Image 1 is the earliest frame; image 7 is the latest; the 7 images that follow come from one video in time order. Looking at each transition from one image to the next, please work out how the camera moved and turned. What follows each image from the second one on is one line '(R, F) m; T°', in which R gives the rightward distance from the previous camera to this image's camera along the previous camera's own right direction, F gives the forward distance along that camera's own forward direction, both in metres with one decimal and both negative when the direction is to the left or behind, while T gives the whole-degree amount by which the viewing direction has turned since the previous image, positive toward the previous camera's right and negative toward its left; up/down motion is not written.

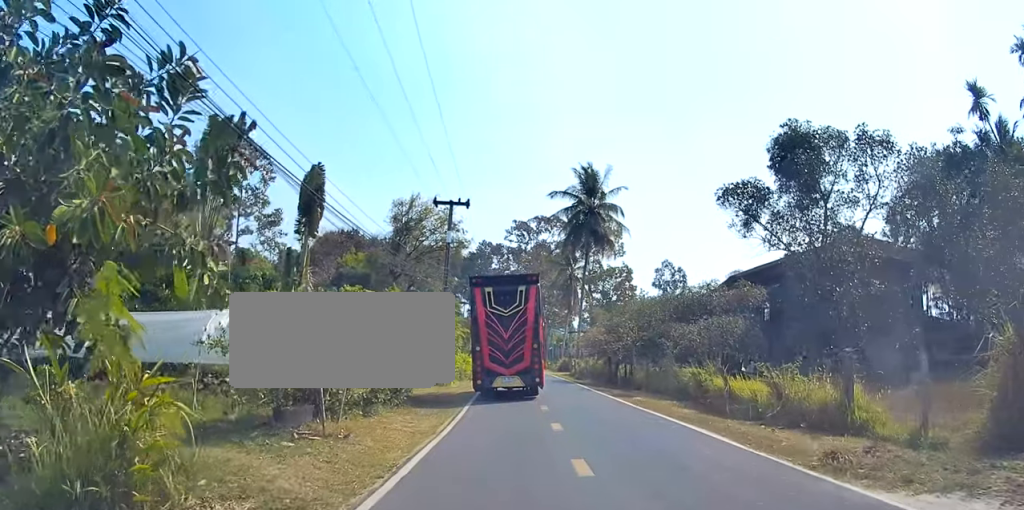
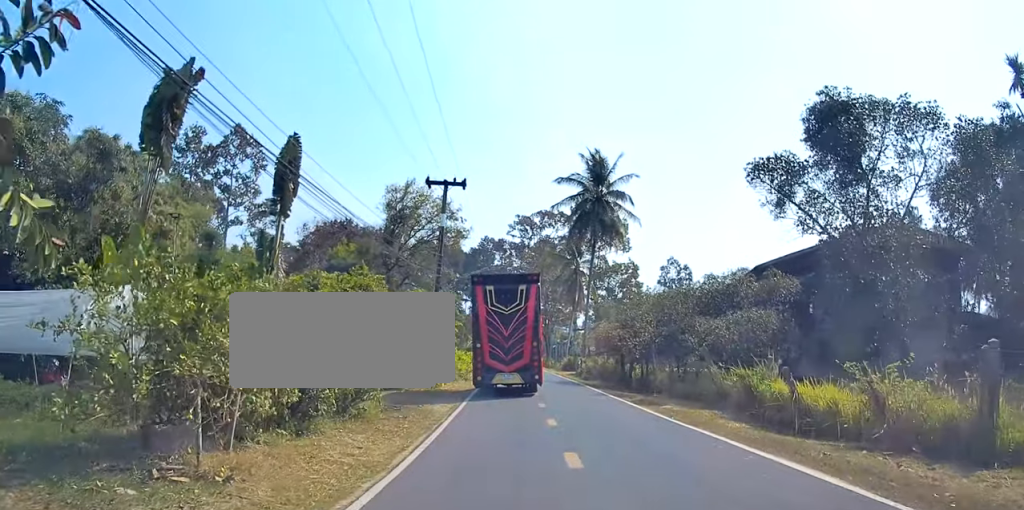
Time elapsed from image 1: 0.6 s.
(-0.1, +4.0) m; -1°
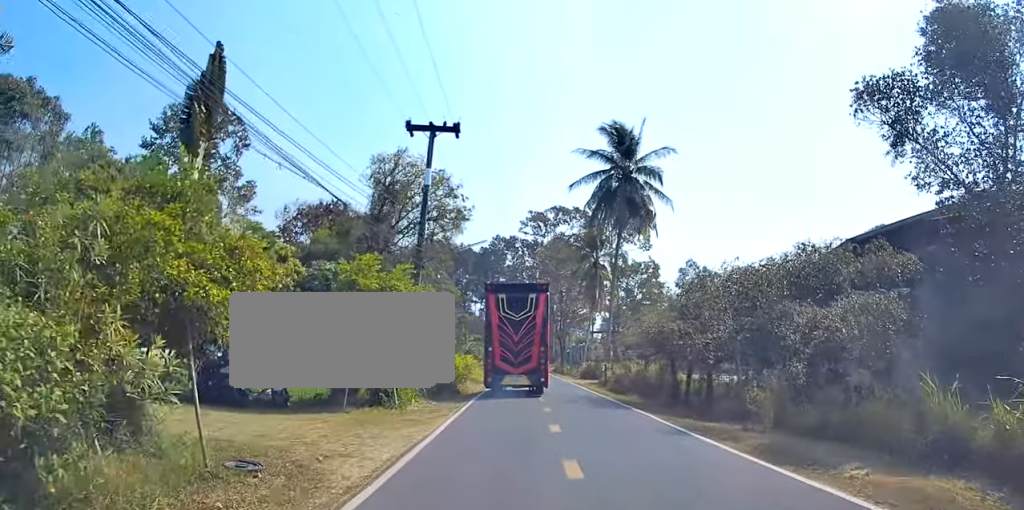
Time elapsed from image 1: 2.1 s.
(-0.2, +9.0) m; -2°
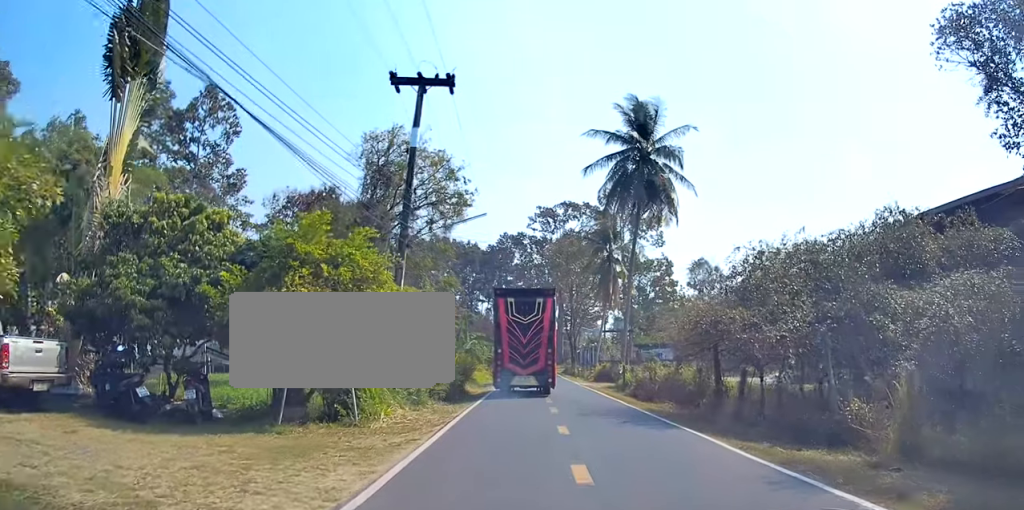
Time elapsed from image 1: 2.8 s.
(0.0, +4.4) m; -1°
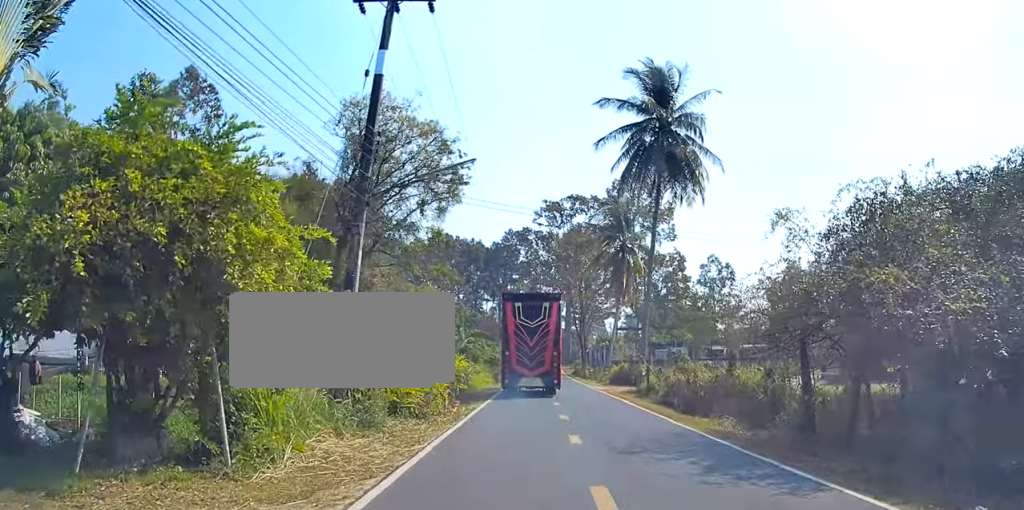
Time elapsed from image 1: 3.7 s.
(-0.1, +5.3) m; +1°
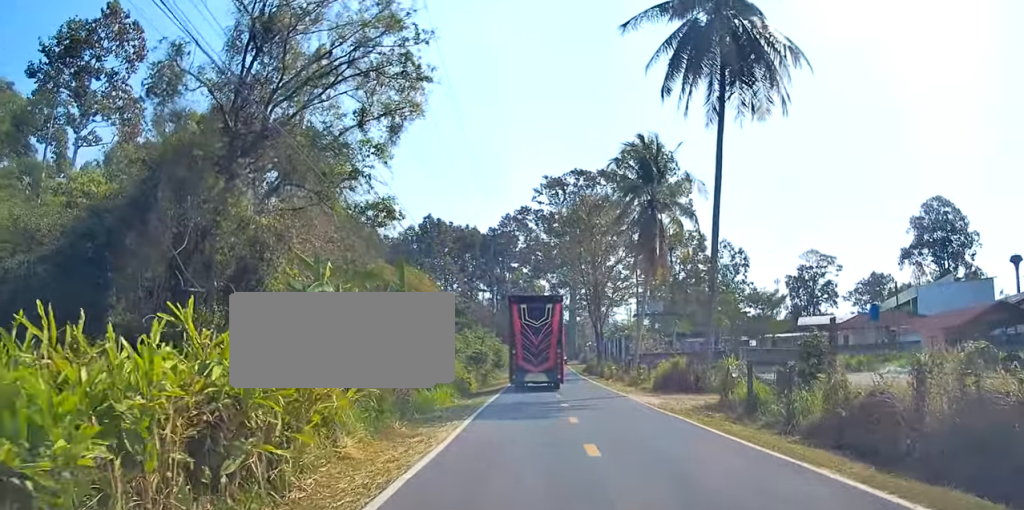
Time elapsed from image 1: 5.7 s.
(0.0, +12.1) m; +2°
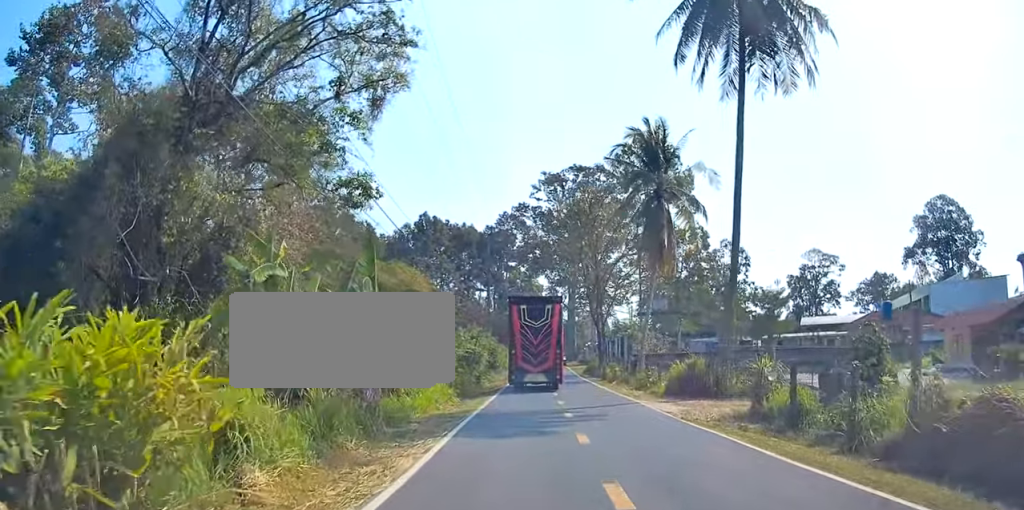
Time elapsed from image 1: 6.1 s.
(0.0, +2.7) m; +1°
